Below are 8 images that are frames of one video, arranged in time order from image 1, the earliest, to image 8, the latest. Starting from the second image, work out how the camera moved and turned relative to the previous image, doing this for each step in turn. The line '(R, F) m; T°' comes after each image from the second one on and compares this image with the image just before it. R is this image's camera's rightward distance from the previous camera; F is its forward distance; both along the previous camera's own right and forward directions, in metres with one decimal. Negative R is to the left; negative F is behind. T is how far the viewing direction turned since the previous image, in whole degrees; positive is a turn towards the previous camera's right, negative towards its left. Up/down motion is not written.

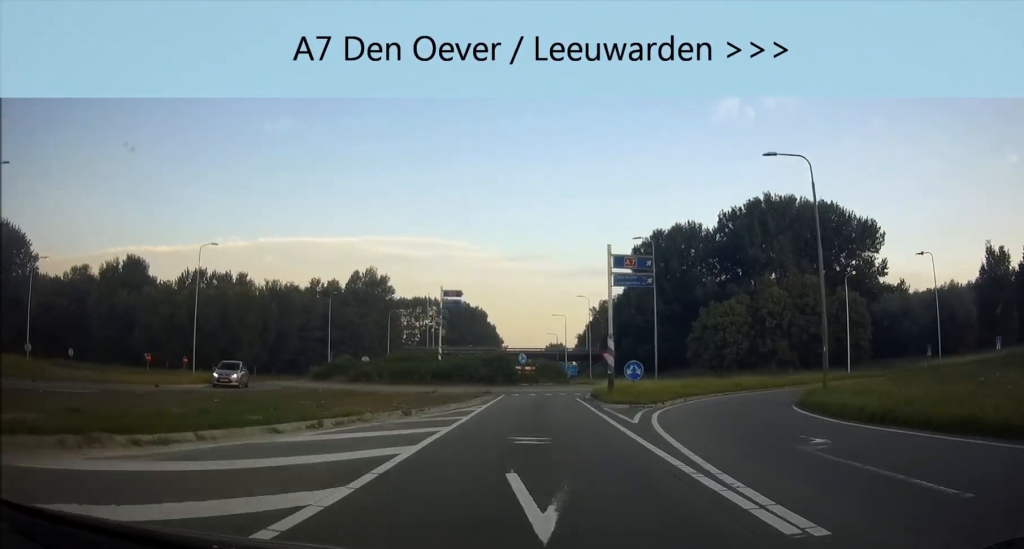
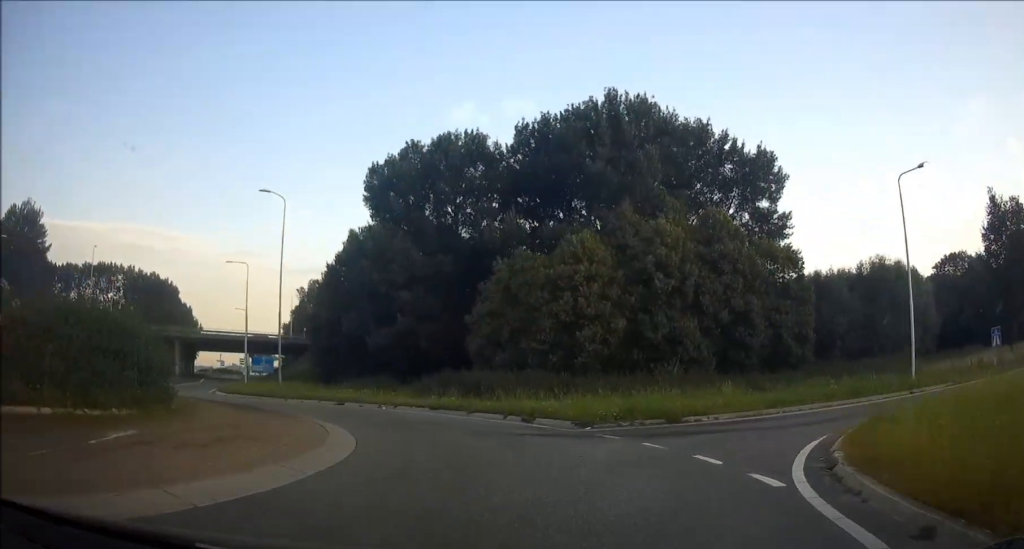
(+4.9, +44.7) m; +7°
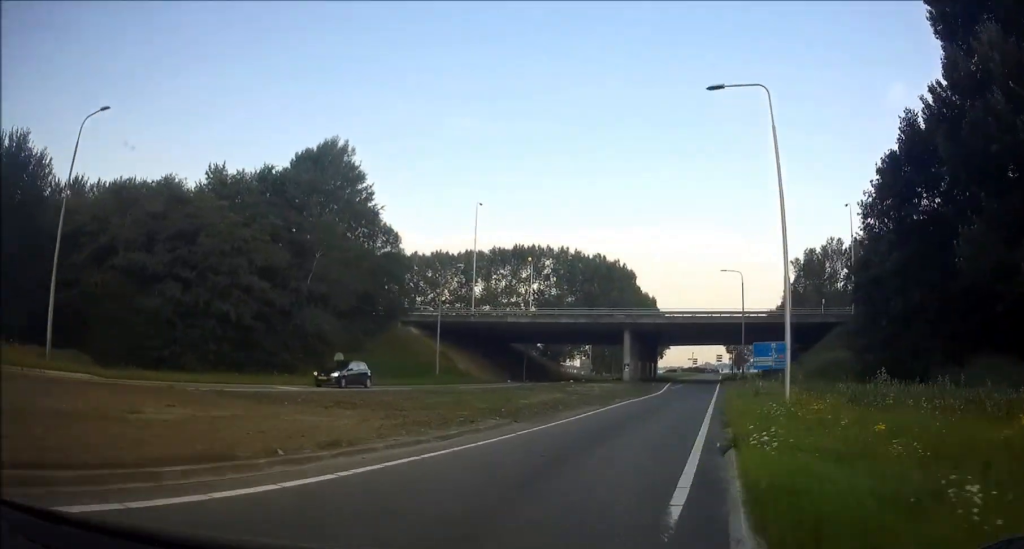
(-7.3, +39.0) m; -13°
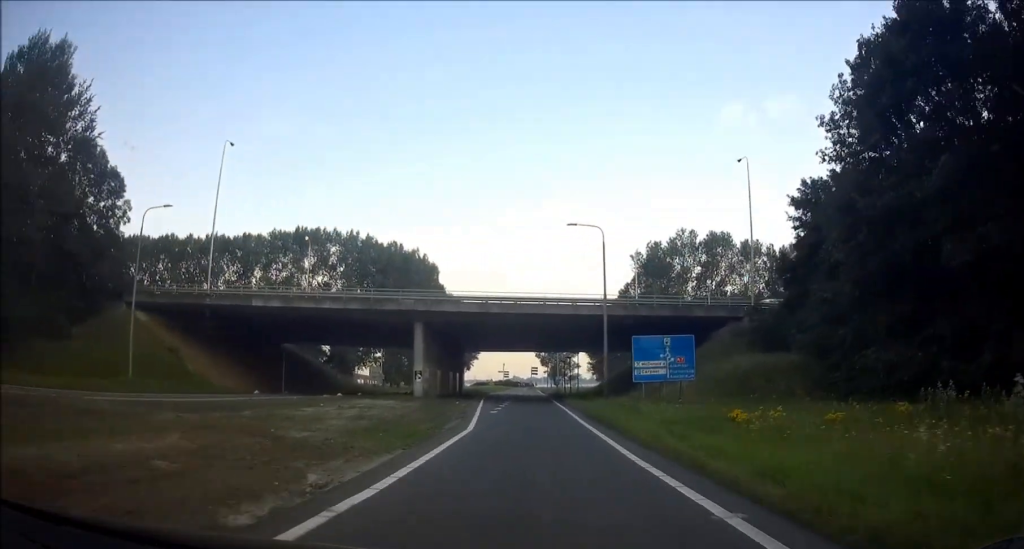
(+0.1, +23.8) m; +1°
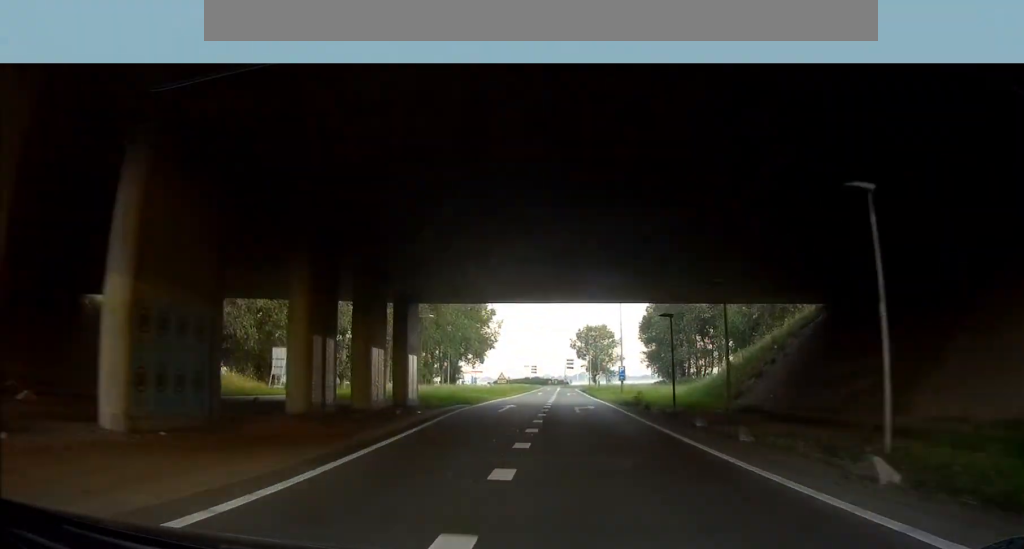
(+1.2, +44.9) m; +1°
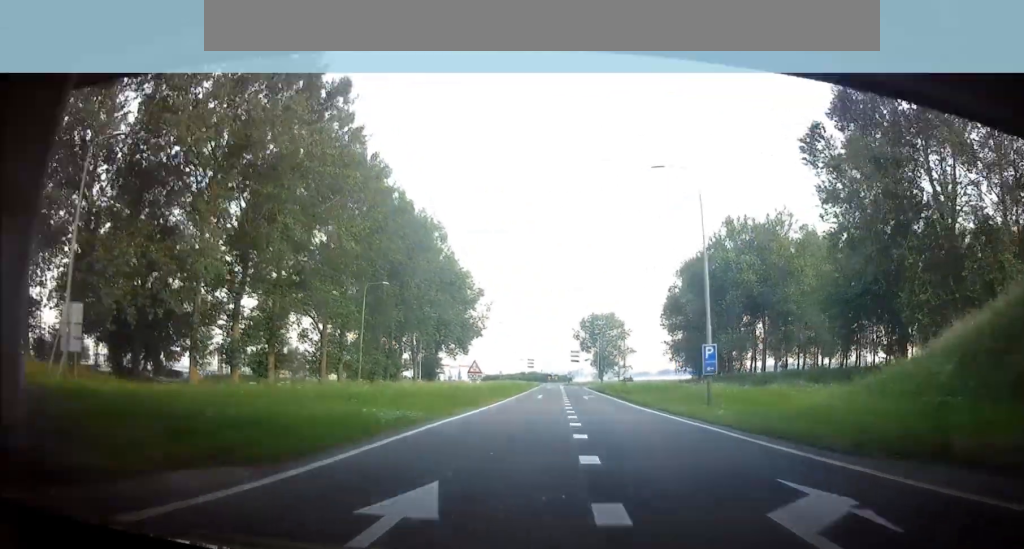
(-0.1, +24.9) m; 0°
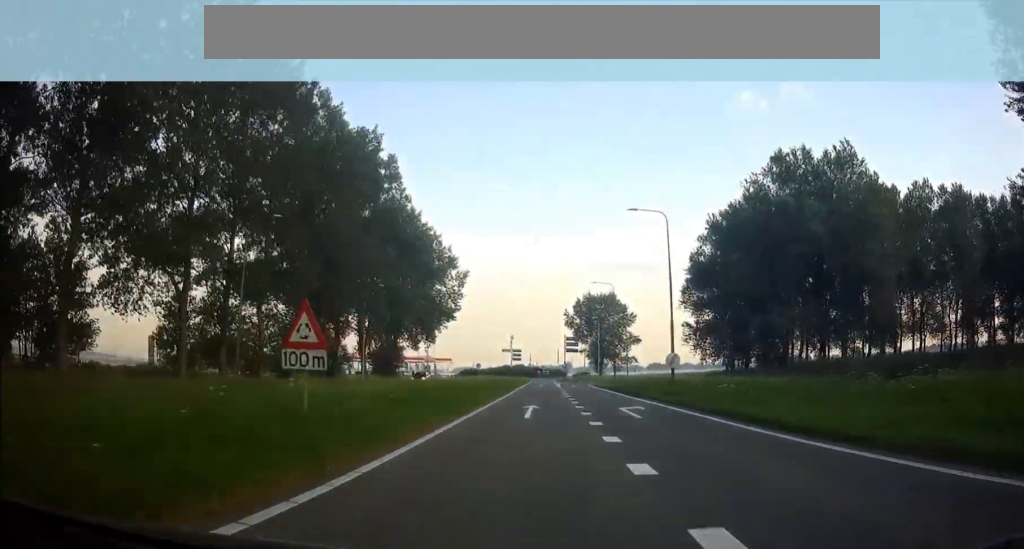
(0.0, +23.6) m; +1°
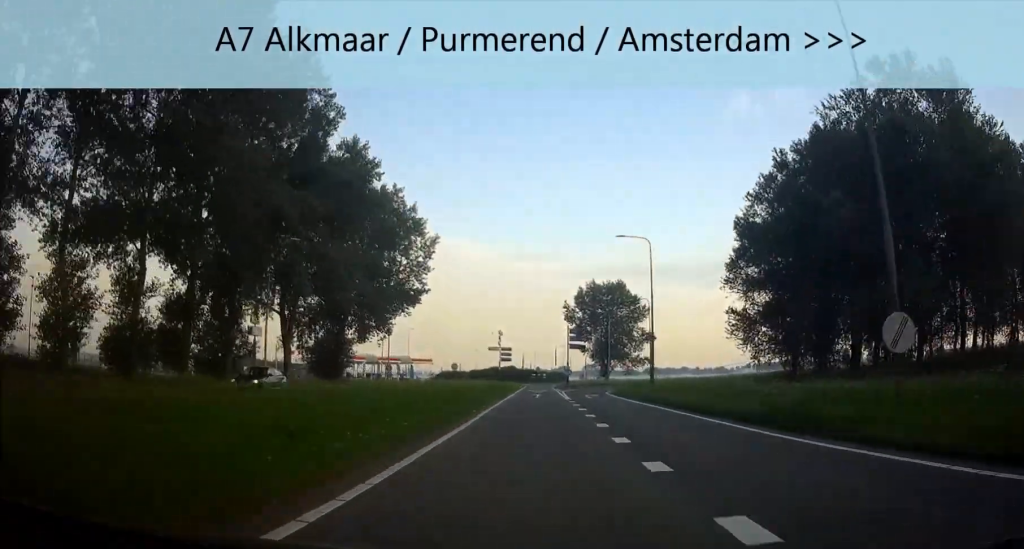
(+0.2, +21.9) m; +1°
